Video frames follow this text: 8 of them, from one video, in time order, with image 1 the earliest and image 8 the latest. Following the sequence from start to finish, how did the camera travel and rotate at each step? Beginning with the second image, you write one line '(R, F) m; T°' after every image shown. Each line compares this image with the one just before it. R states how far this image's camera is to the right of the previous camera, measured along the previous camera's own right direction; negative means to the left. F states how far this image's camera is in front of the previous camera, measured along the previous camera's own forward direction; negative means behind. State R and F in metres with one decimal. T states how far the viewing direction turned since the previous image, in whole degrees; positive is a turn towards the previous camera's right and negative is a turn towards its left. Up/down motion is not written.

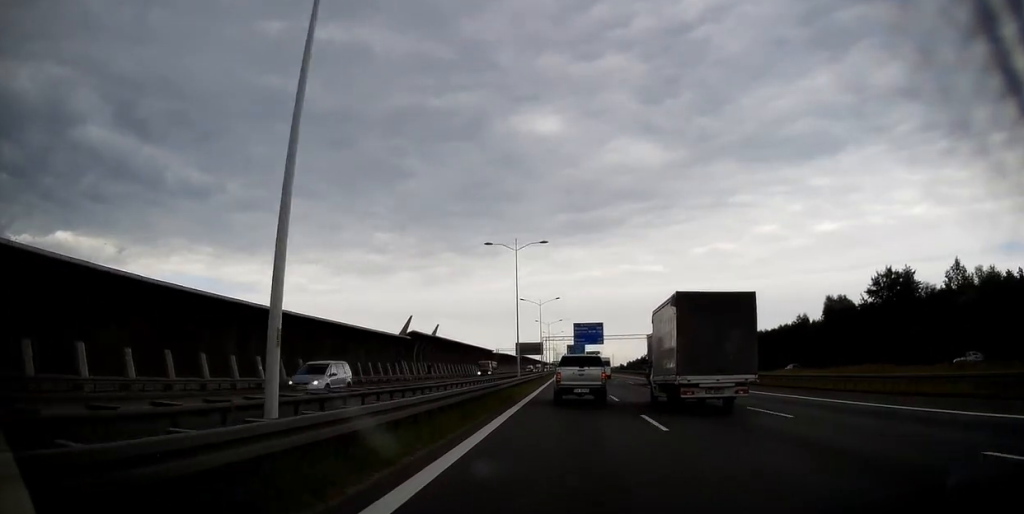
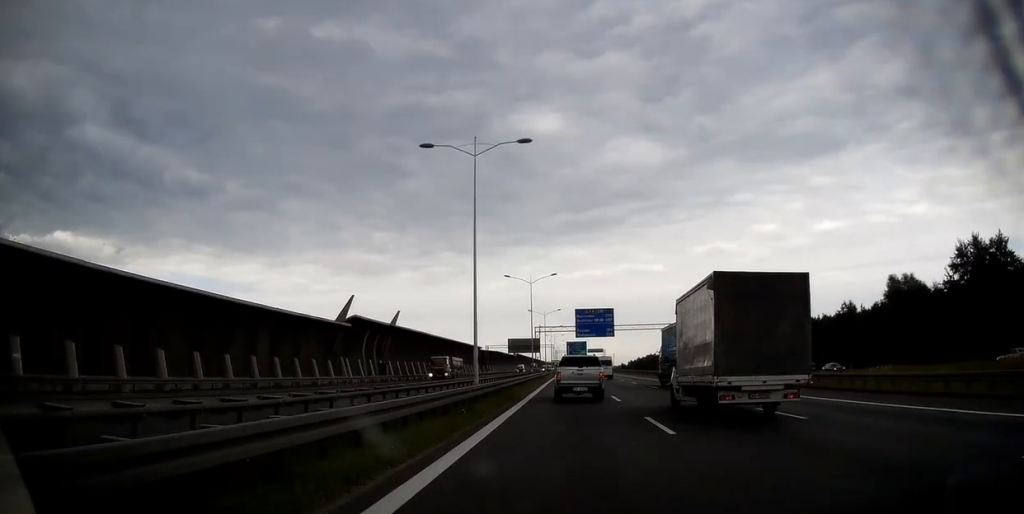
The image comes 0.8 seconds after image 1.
(0.0, +24.7) m; 0°
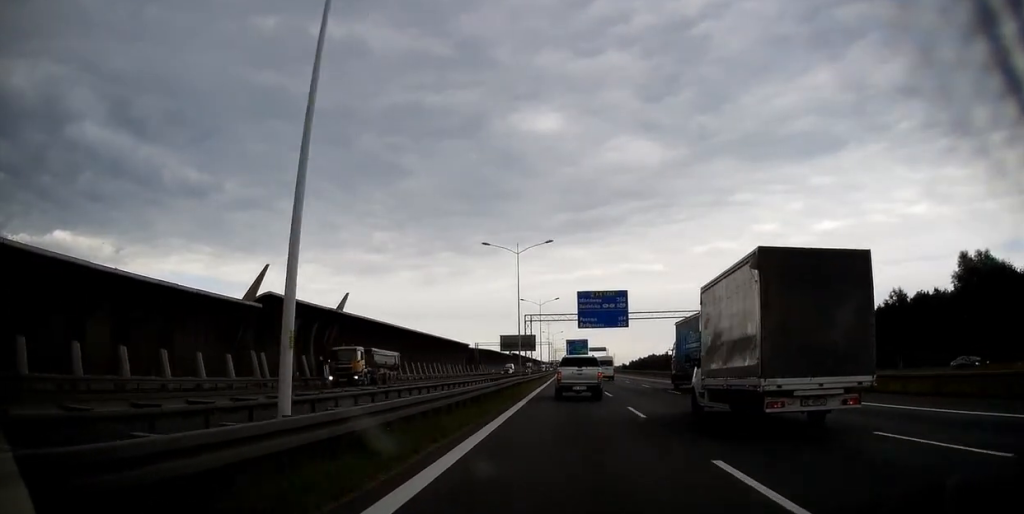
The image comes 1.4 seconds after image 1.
(-0.1, +19.4) m; 0°
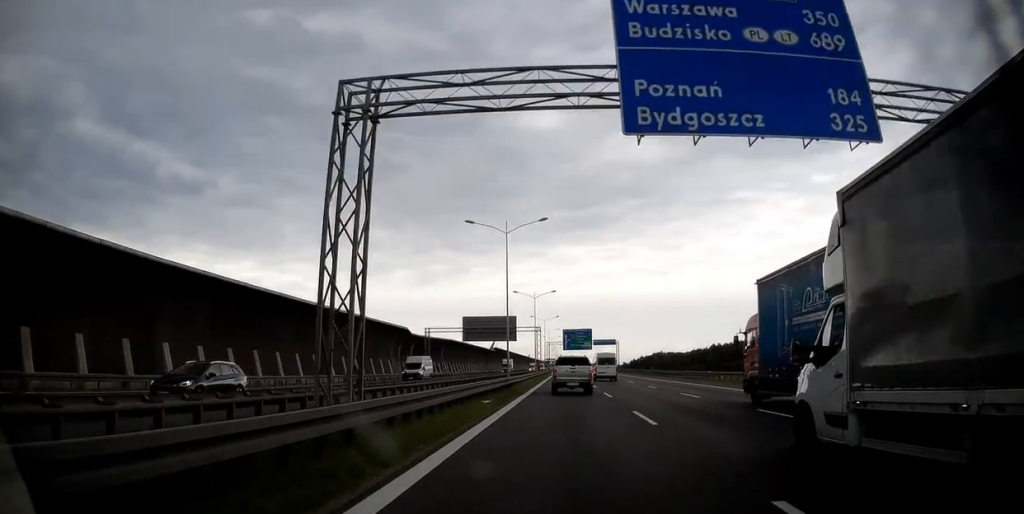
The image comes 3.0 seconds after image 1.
(+0.3, +52.9) m; 0°
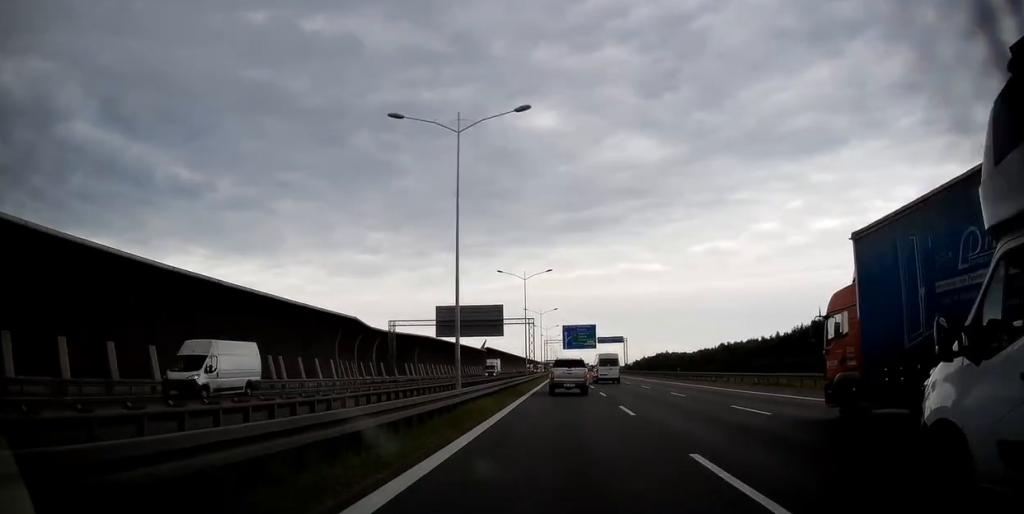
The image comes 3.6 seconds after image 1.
(0.0, +21.2) m; 0°
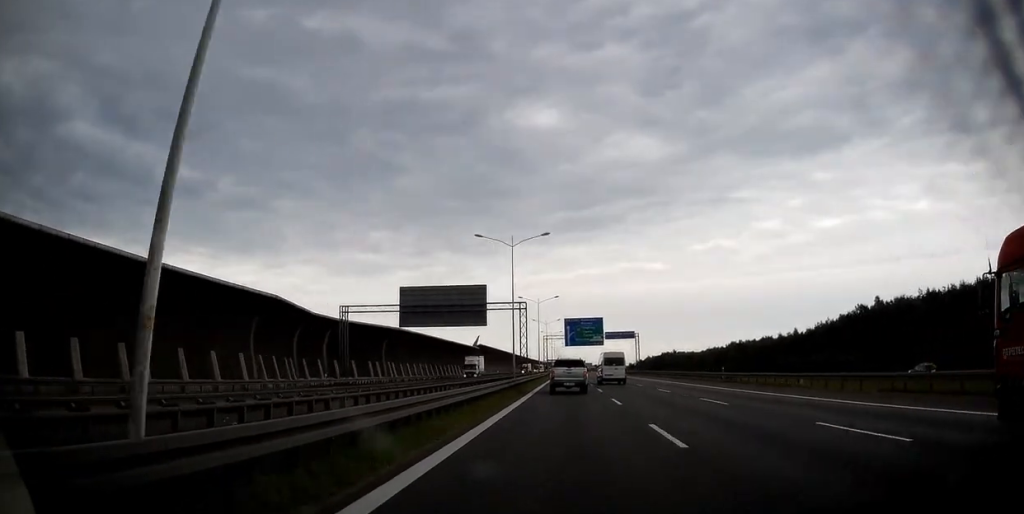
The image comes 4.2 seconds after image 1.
(0.0, +19.1) m; 0°
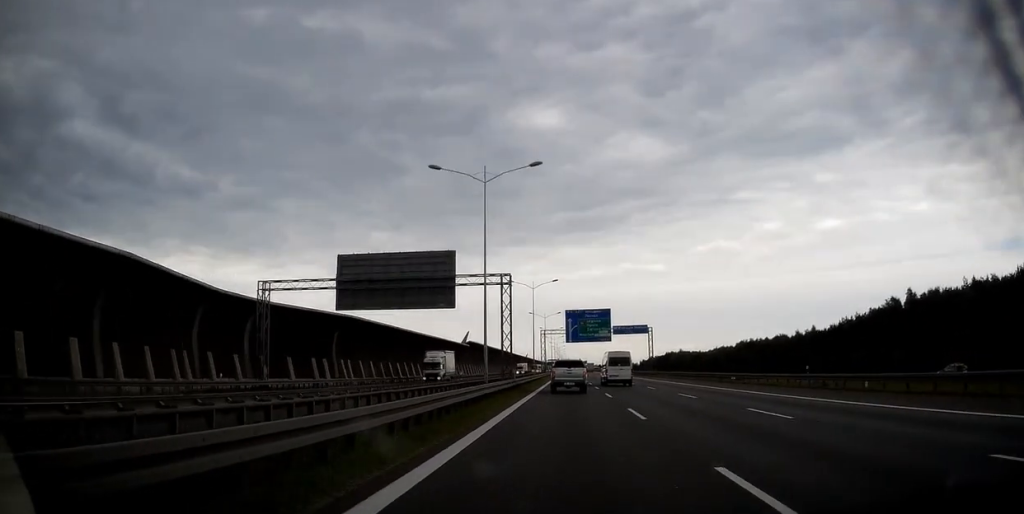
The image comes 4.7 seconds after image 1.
(0.0, +18.1) m; 0°
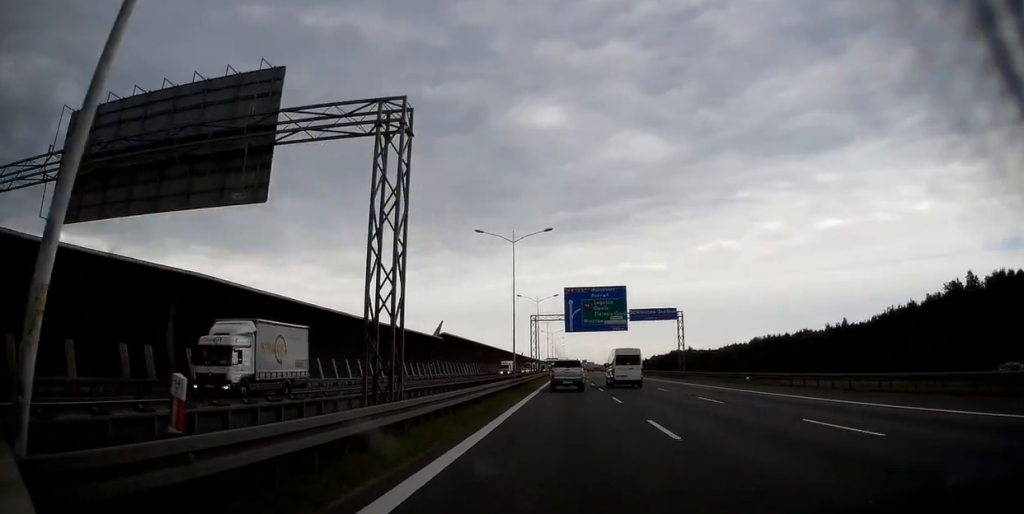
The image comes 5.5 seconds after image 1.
(0.0, +28.4) m; 0°
